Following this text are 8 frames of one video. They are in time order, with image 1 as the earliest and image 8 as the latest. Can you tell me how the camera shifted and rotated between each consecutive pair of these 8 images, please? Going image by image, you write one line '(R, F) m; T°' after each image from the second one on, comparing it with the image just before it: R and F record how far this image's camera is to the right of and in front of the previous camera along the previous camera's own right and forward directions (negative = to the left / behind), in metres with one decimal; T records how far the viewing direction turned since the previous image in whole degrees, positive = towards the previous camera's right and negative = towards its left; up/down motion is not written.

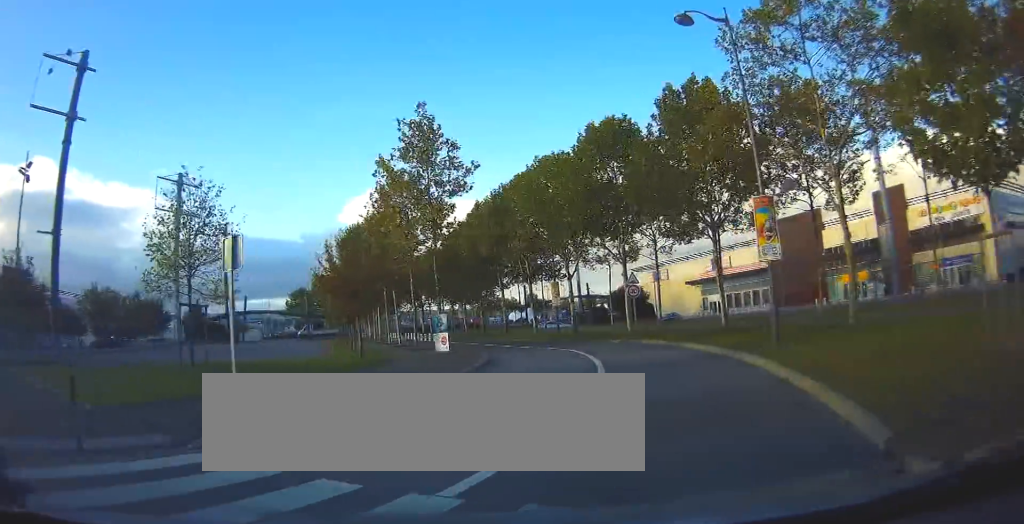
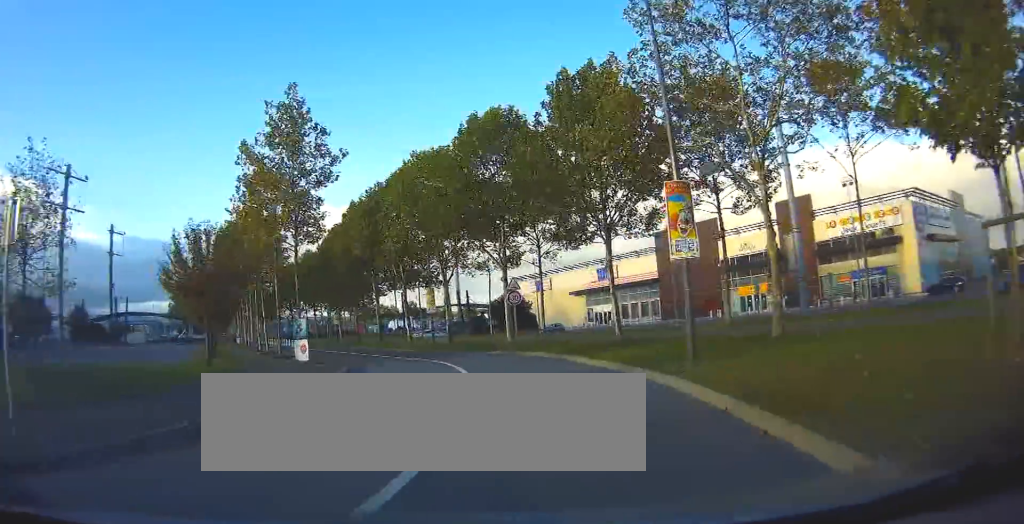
(+0.4, +2.6) m; +7°
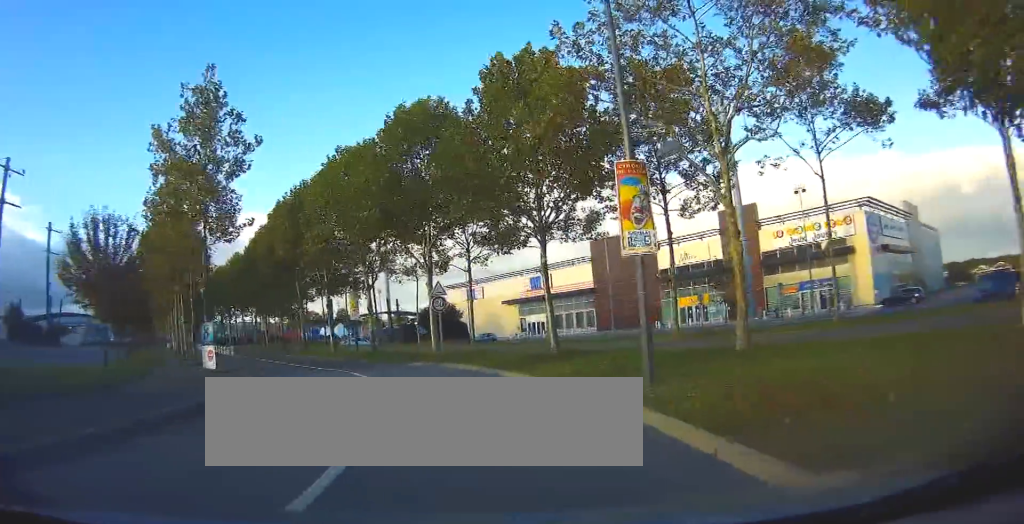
(+0.3, +2.2) m; +5°
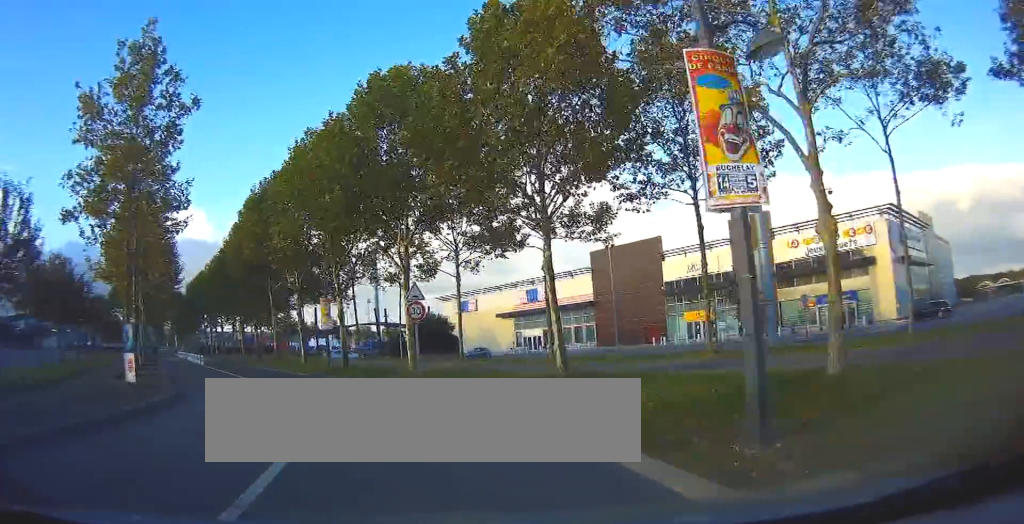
(-0.1, +4.6) m; -1°
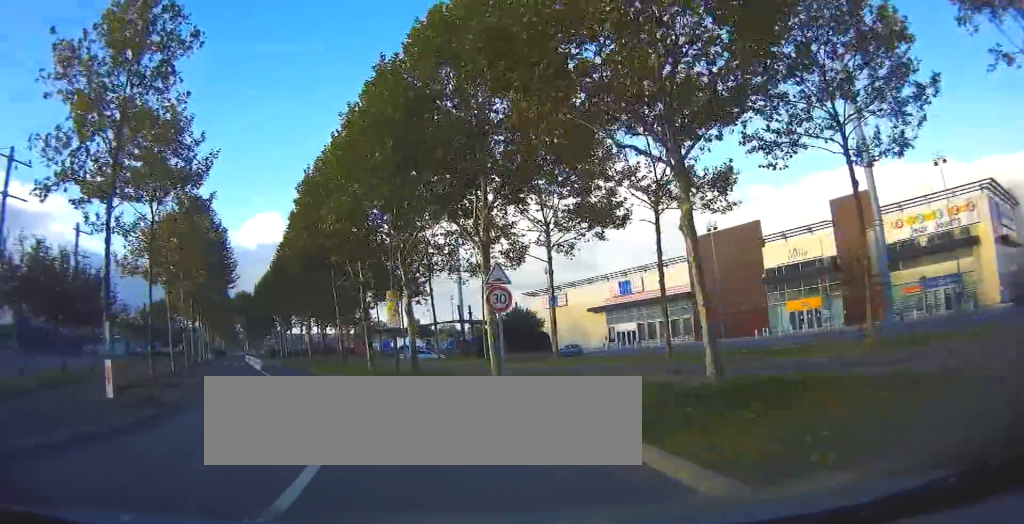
(0.0, +4.6) m; -4°
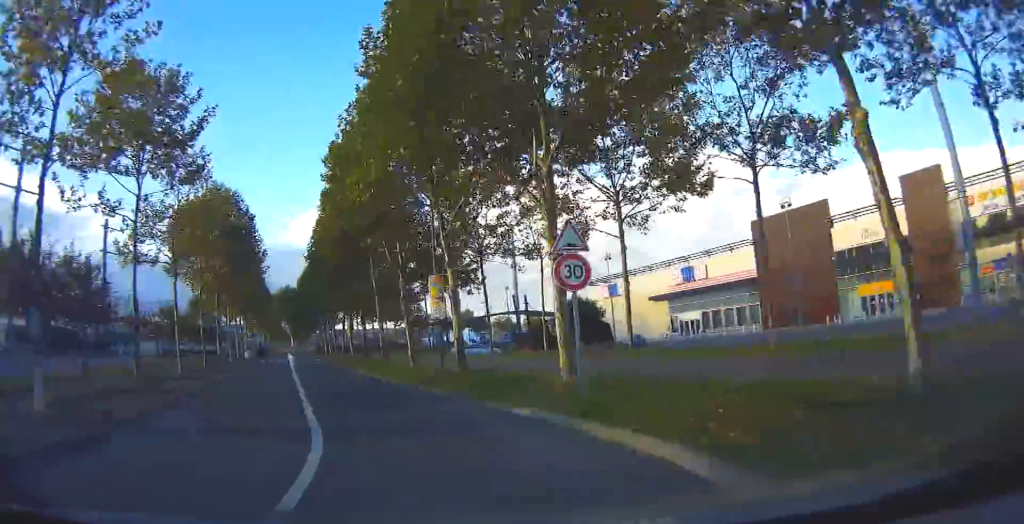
(-0.1, +3.9) m; -5°
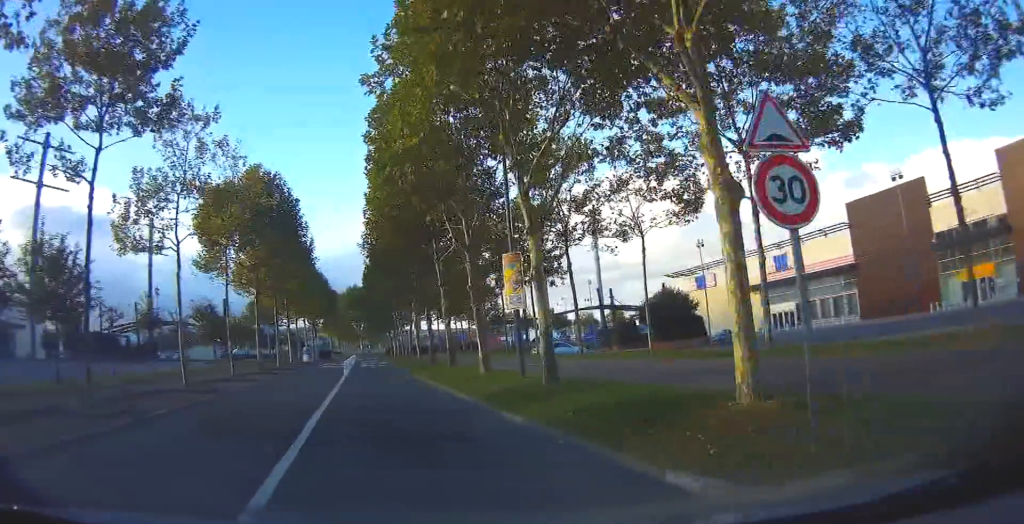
(-0.3, +5.0) m; -8°
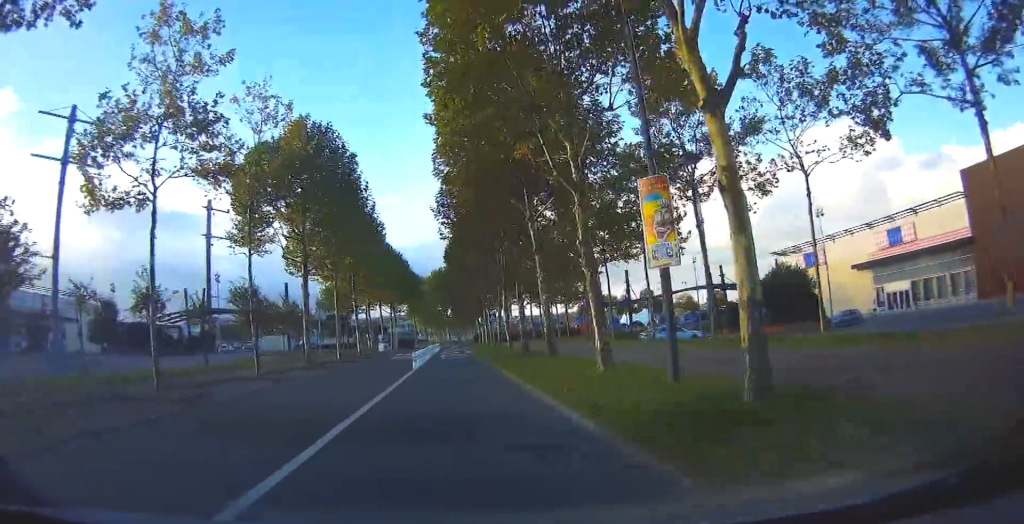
(-0.4, +6.1) m; -9°
